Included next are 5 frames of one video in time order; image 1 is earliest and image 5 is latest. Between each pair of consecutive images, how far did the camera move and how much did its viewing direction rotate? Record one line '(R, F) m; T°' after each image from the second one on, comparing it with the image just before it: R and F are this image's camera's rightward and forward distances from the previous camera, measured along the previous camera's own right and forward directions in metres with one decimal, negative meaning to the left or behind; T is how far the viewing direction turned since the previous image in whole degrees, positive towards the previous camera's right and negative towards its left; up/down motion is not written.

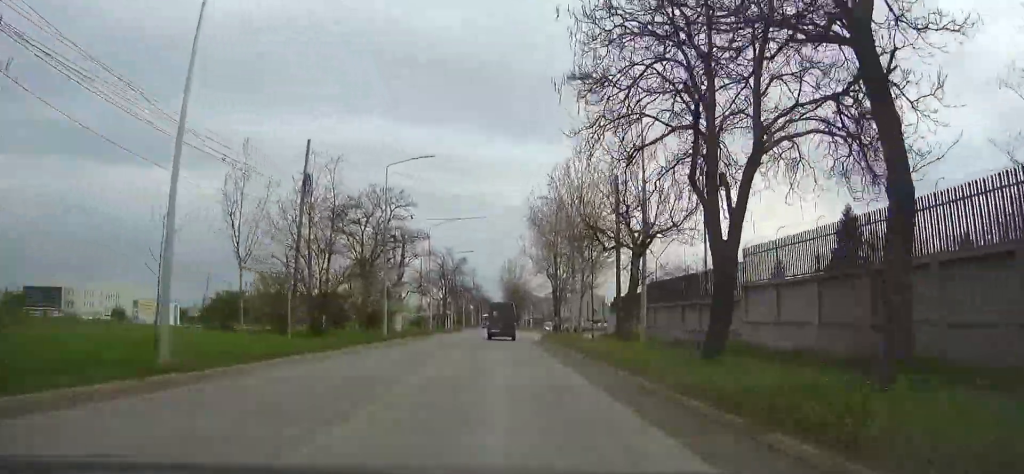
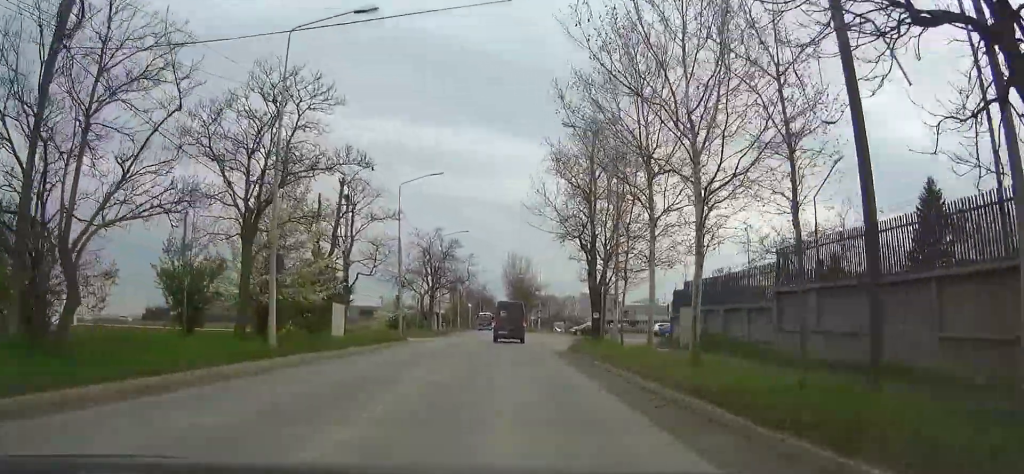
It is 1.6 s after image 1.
(-0.1, +20.8) m; 0°
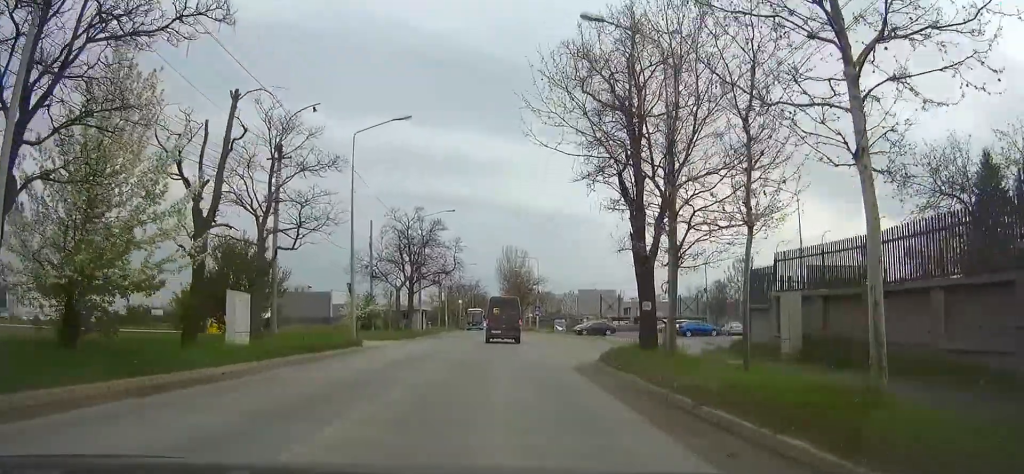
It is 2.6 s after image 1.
(+0.1, +12.2) m; +1°
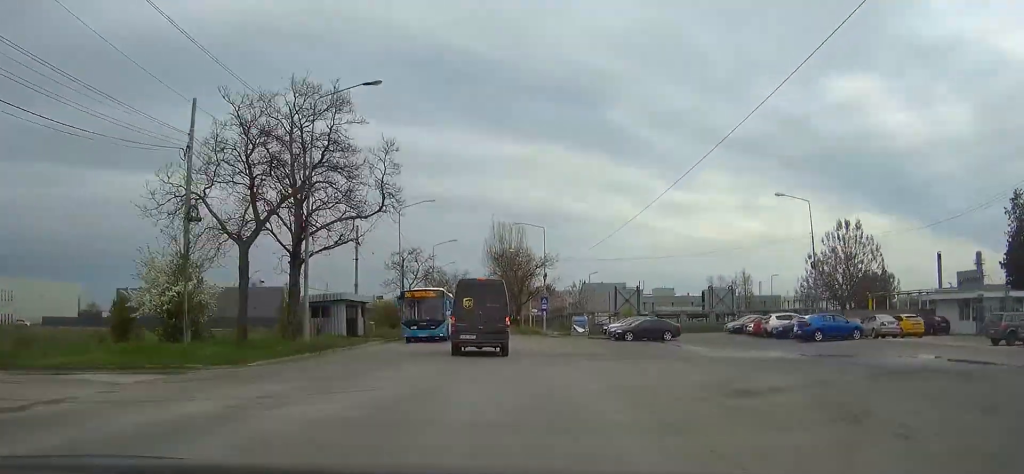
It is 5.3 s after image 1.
(+0.2, +32.2) m; 0°
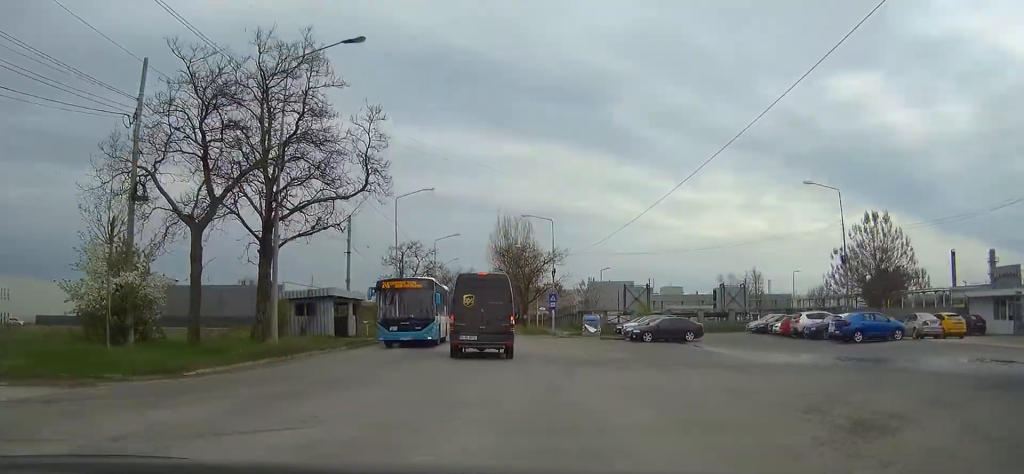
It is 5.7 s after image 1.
(-0.1, +4.5) m; -1°
